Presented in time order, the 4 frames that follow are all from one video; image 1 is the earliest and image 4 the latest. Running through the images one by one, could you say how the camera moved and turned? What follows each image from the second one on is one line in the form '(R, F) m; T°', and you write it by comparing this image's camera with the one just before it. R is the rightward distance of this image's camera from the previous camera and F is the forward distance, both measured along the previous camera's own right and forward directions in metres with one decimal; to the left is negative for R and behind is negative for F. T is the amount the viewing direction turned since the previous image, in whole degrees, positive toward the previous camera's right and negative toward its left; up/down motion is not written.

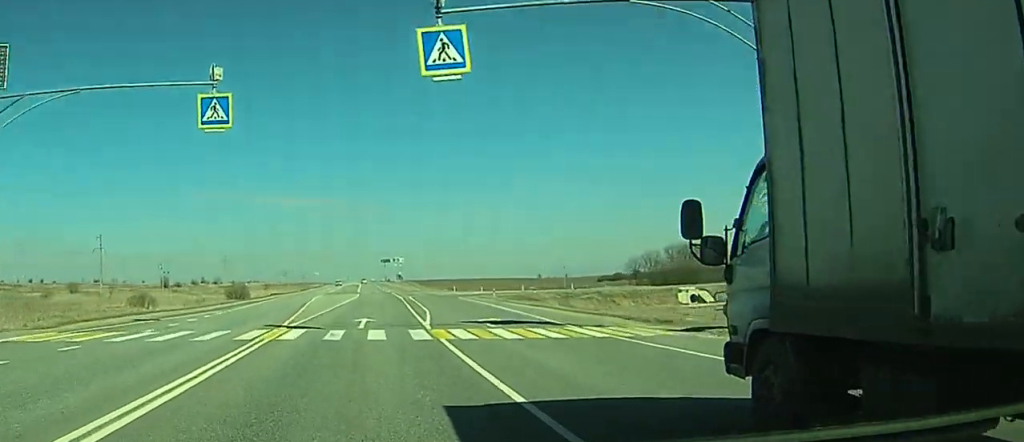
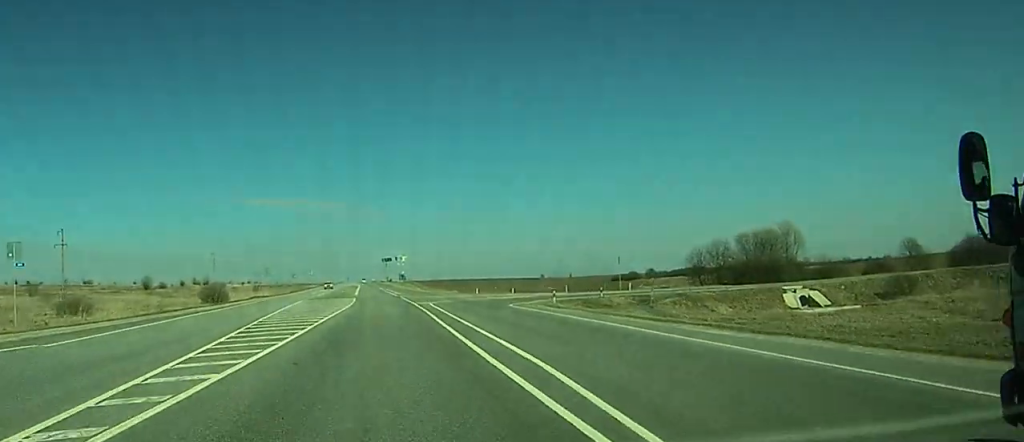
(+1.1, +25.6) m; -1°
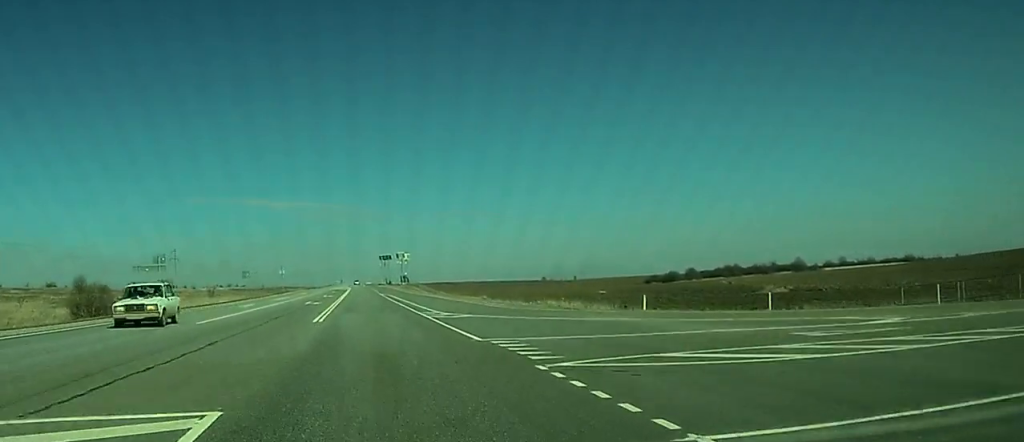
(-2.9, +61.6) m; -1°
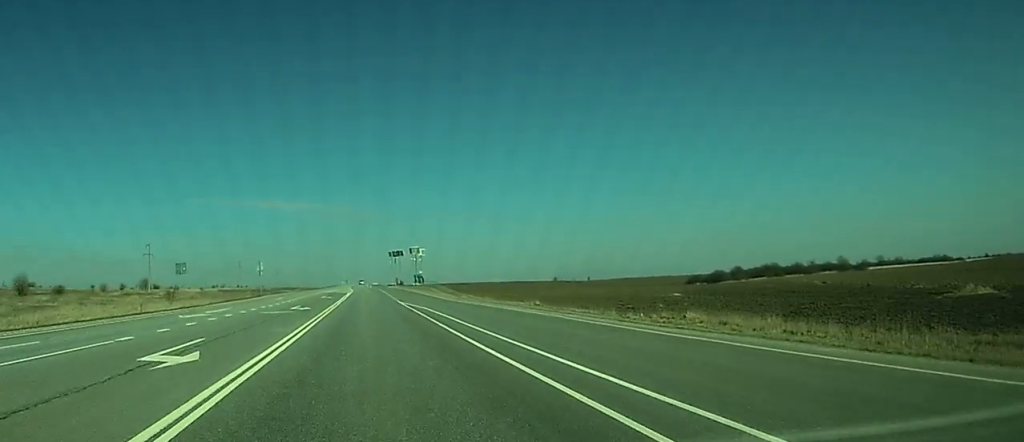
(-0.3, +42.8) m; -1°
